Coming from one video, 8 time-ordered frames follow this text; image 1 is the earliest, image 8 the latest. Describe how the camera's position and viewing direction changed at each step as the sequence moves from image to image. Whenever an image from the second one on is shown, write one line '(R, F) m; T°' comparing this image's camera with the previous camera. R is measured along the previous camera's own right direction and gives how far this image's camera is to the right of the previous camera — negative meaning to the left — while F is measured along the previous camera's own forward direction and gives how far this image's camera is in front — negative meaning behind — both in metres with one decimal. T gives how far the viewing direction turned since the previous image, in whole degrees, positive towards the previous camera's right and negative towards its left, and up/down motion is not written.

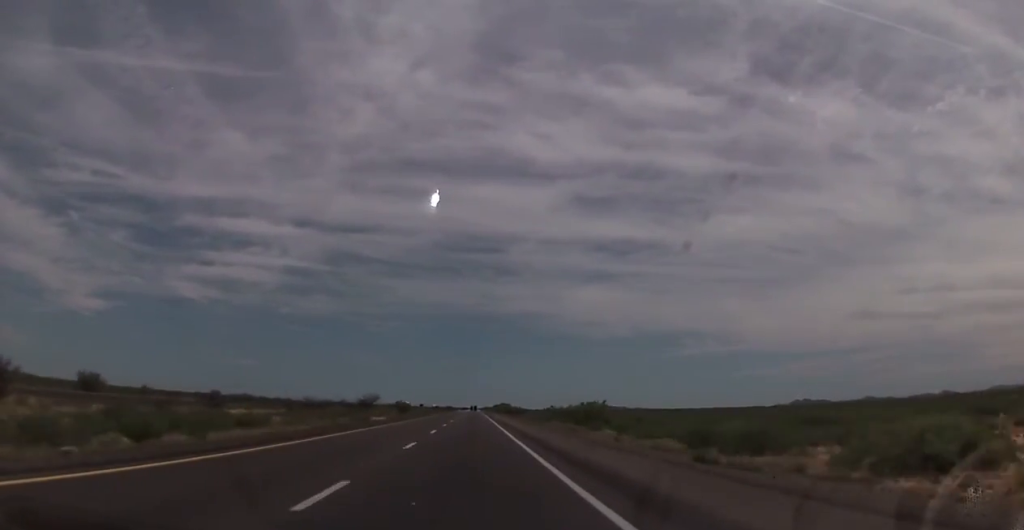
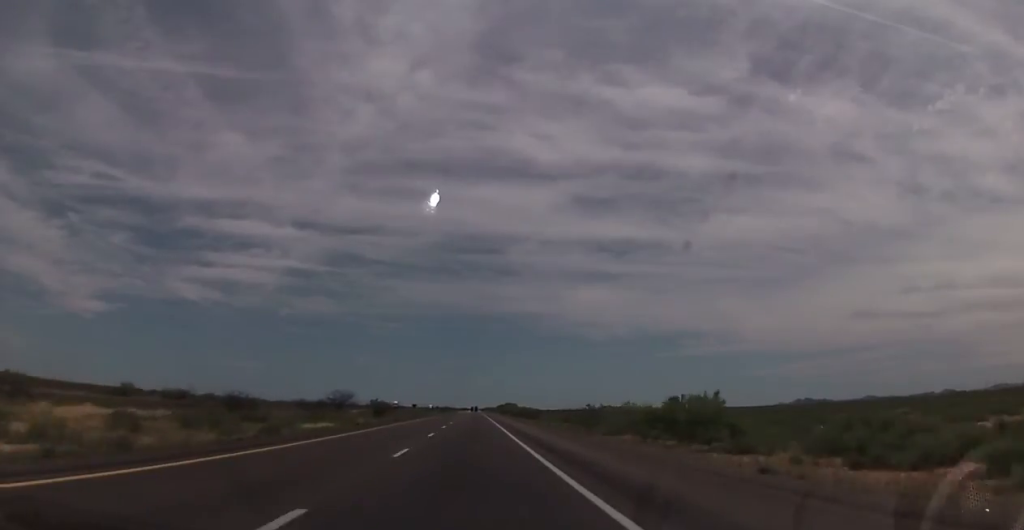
(+0.3, +39.1) m; +1°
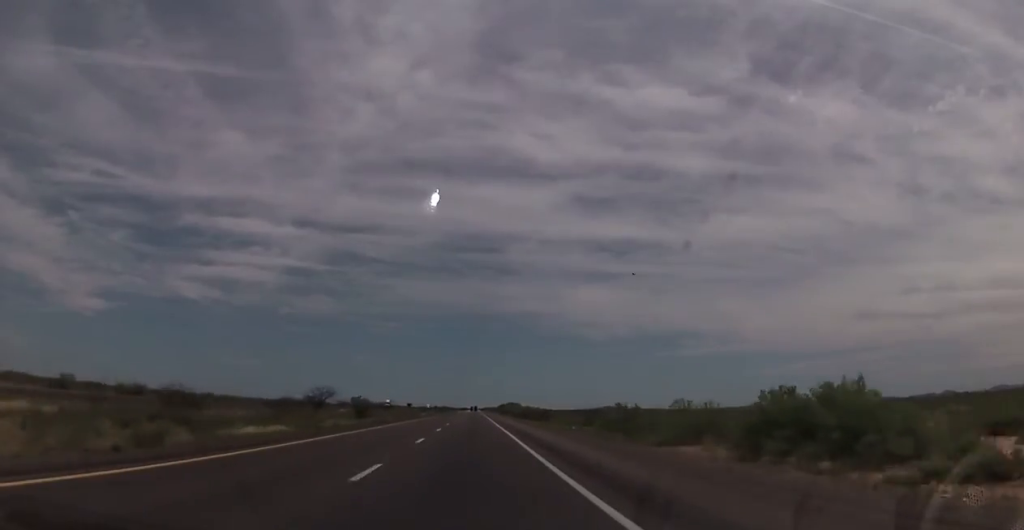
(0.0, +17.7) m; 0°
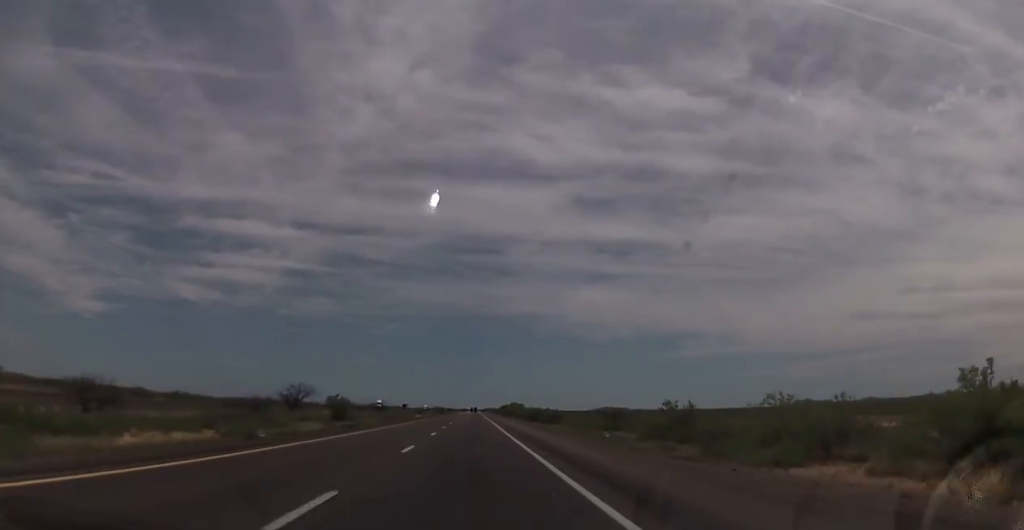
(0.0, +16.5) m; 0°
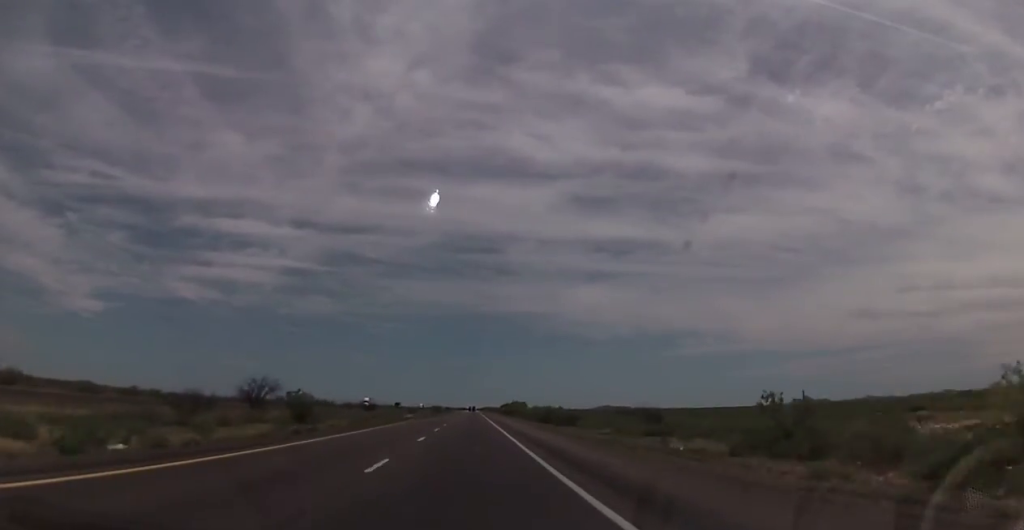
(+0.1, +17.6) m; 0°
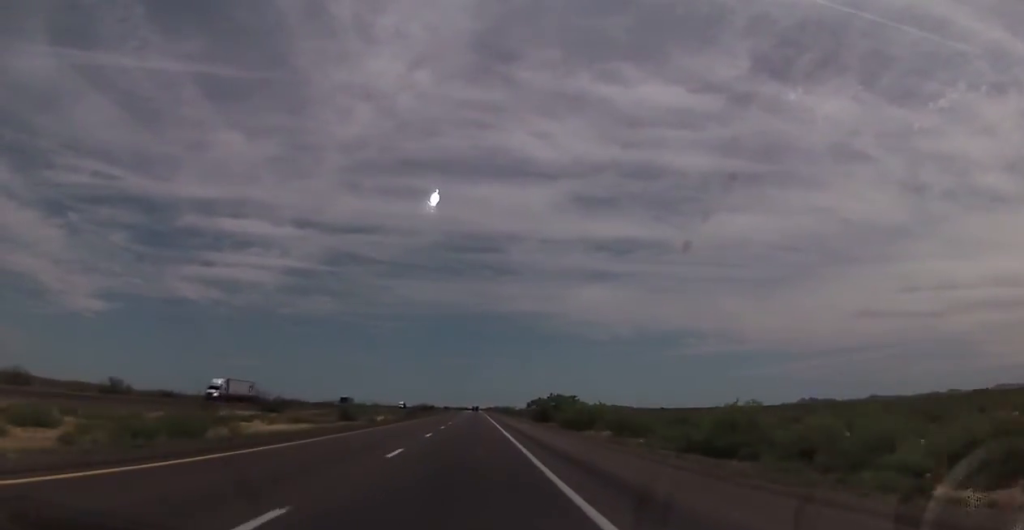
(+0.8, +88.3) m; 0°
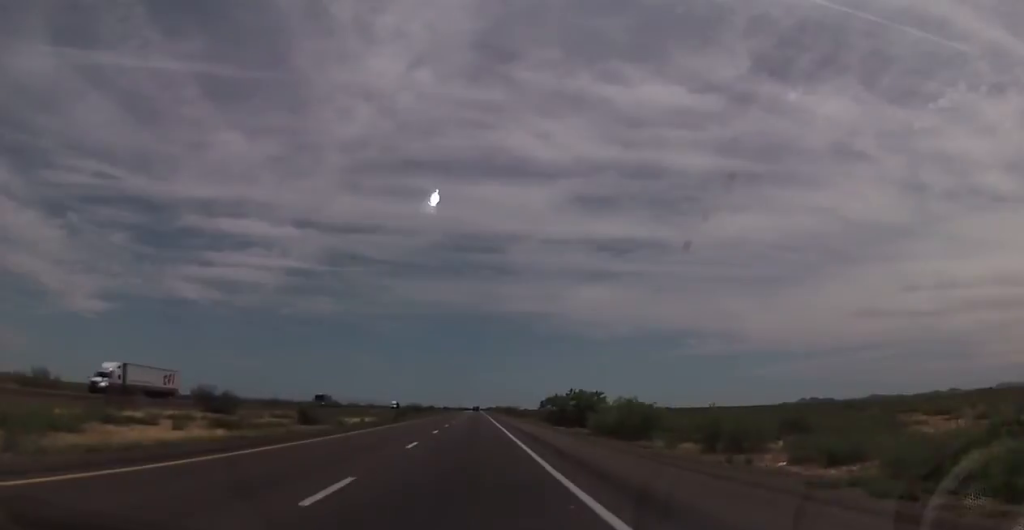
(-0.2, +19.0) m; 0°
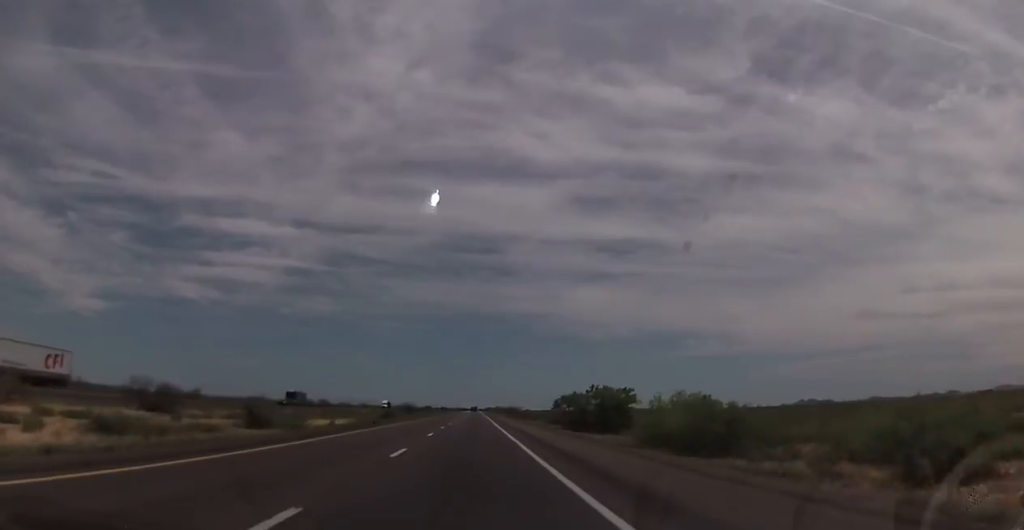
(+0.1, +14.6) m; 0°
